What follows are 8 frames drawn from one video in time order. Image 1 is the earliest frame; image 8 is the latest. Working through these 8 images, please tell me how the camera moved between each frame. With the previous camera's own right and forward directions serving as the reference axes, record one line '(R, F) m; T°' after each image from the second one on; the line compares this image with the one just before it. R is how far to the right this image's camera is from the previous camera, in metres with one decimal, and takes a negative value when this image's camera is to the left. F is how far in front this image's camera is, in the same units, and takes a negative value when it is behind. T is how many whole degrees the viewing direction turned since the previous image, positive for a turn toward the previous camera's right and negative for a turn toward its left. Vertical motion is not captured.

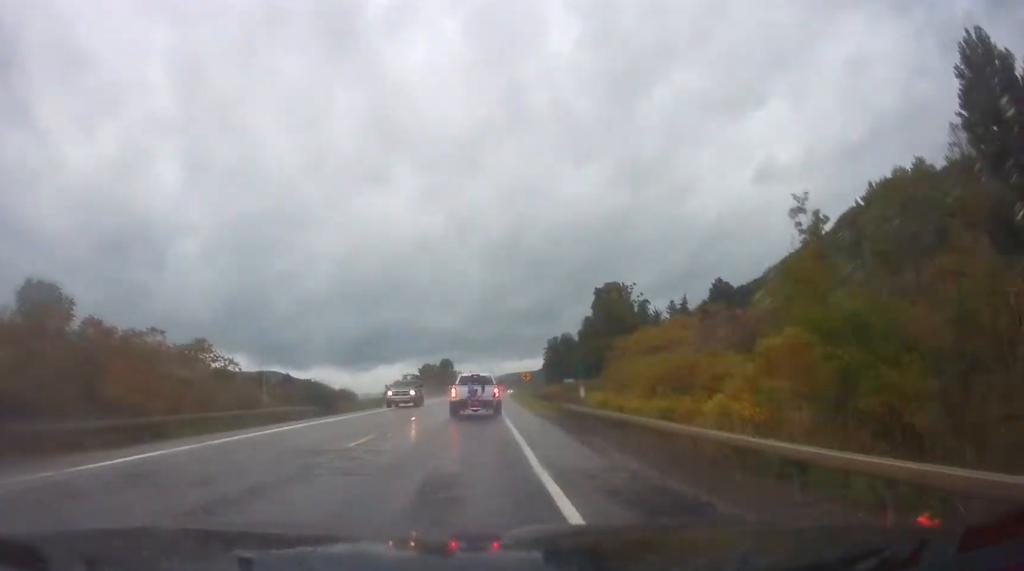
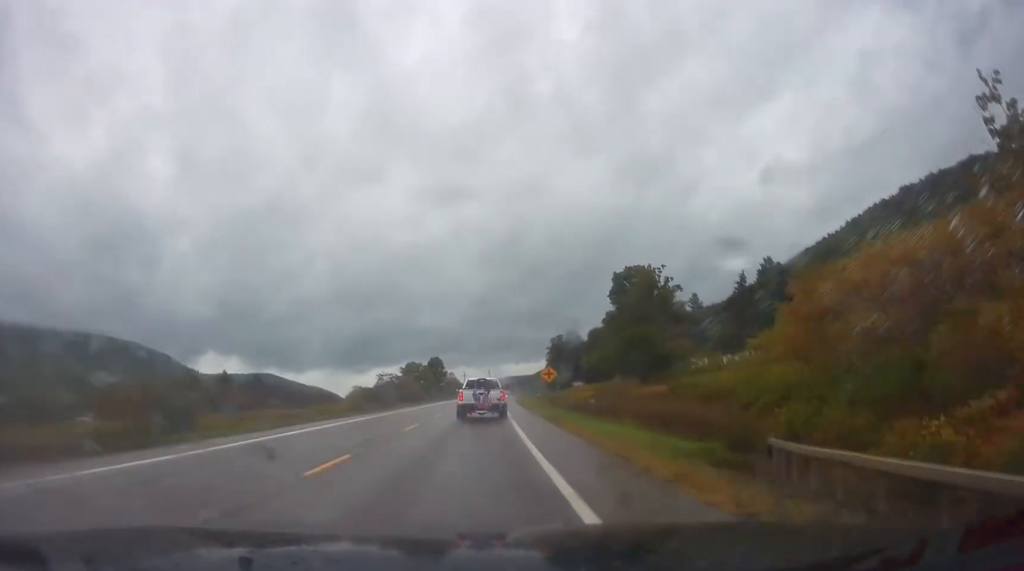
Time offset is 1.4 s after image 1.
(0.0, +31.3) m; -1°
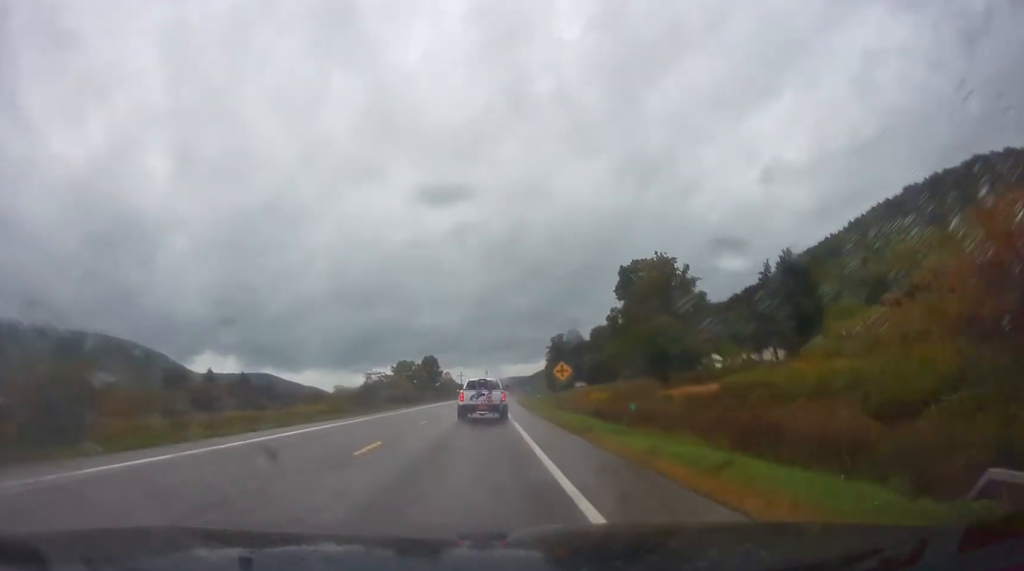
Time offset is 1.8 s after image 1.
(-0.4, +9.8) m; 0°
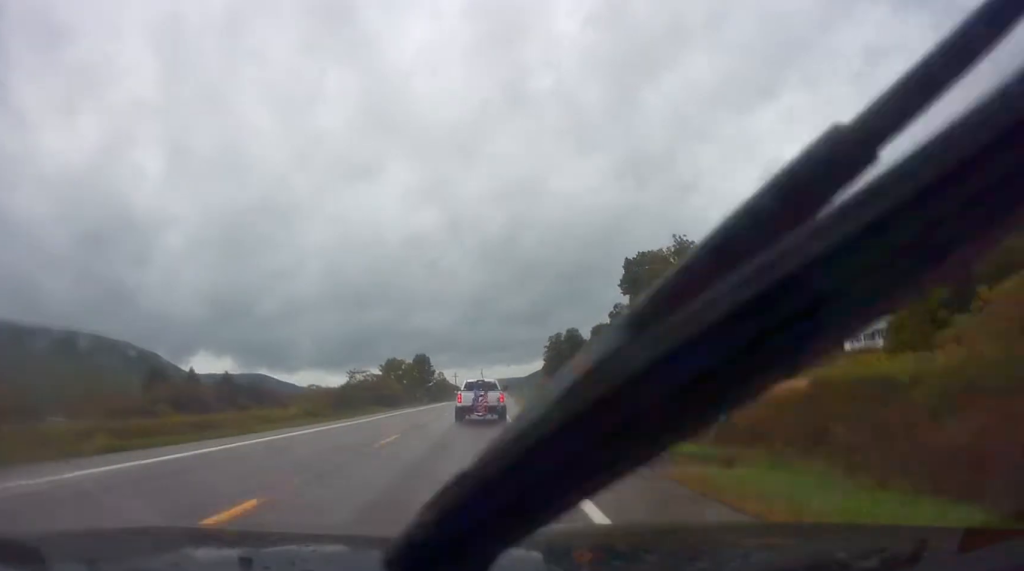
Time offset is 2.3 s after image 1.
(-0.5, +9.9) m; 0°
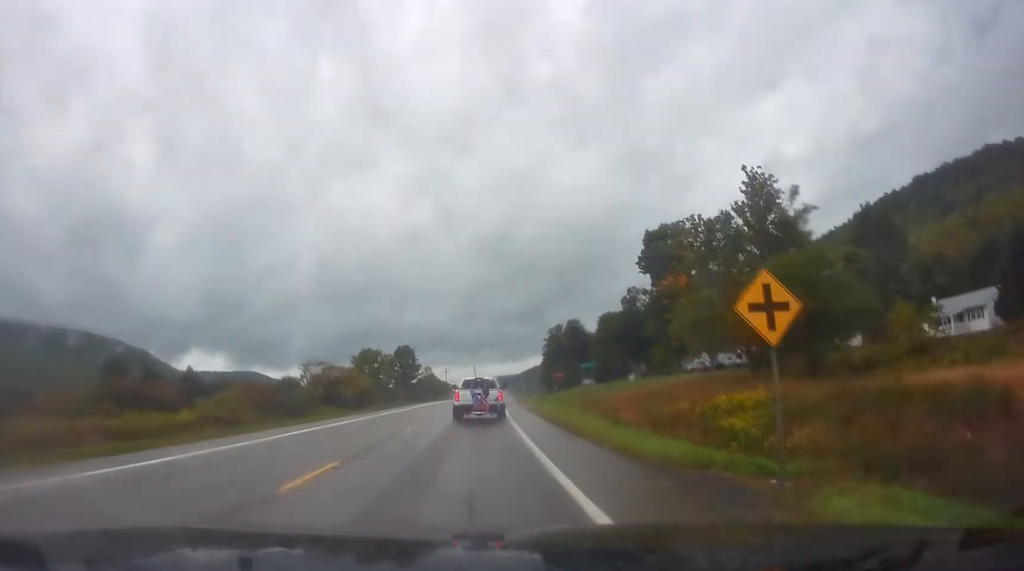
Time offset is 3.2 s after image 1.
(+1.2, +22.2) m; +2°
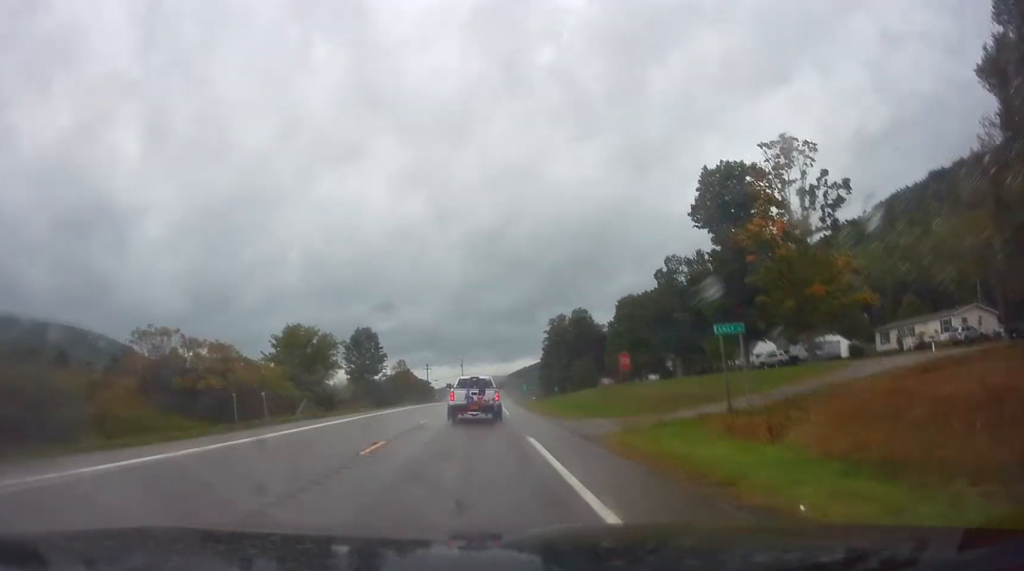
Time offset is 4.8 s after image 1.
(-0.5, +35.3) m; -1°
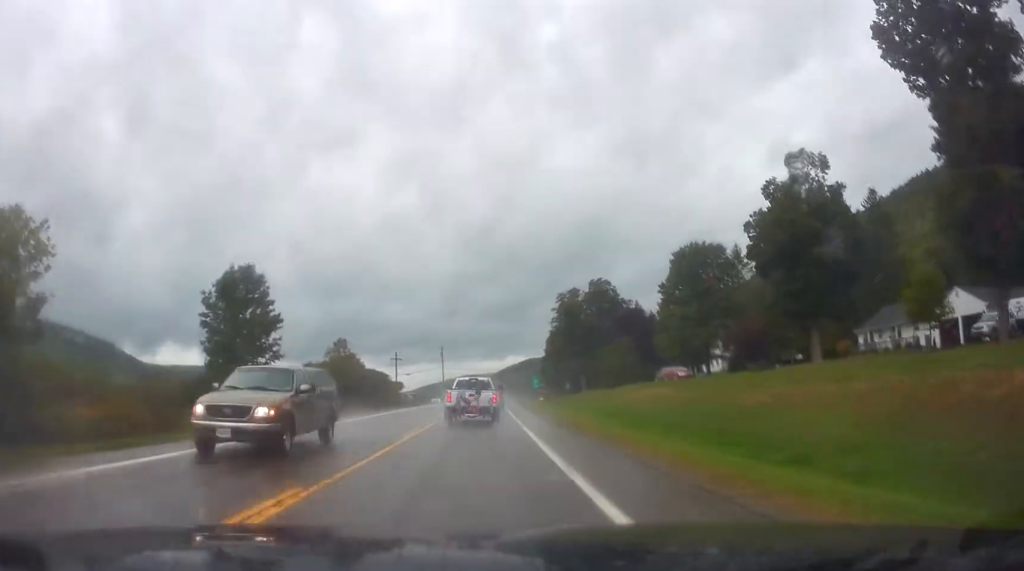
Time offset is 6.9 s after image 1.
(0.0, +45.8) m; 0°
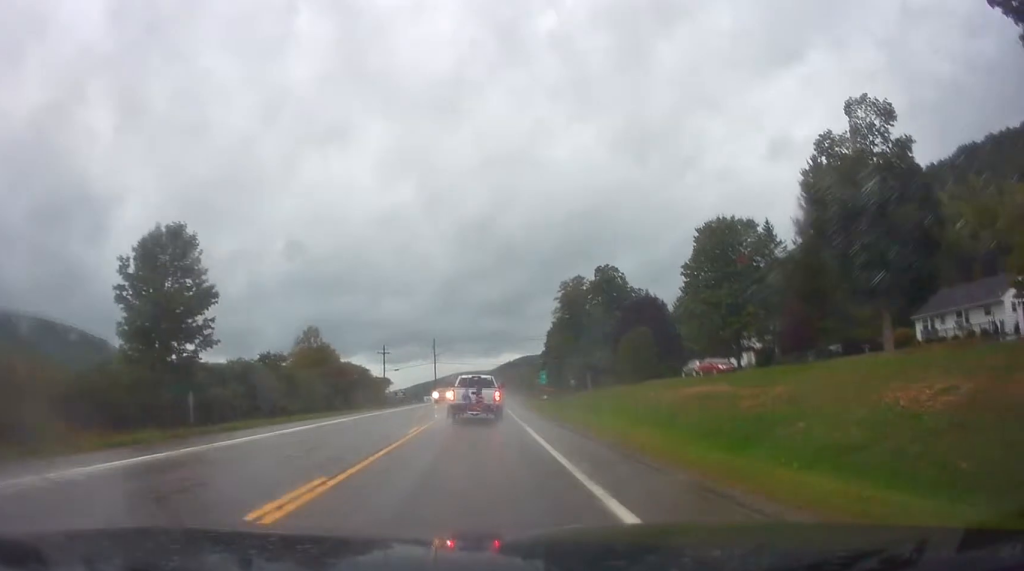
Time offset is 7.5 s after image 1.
(0.0, +12.3) m; 0°
